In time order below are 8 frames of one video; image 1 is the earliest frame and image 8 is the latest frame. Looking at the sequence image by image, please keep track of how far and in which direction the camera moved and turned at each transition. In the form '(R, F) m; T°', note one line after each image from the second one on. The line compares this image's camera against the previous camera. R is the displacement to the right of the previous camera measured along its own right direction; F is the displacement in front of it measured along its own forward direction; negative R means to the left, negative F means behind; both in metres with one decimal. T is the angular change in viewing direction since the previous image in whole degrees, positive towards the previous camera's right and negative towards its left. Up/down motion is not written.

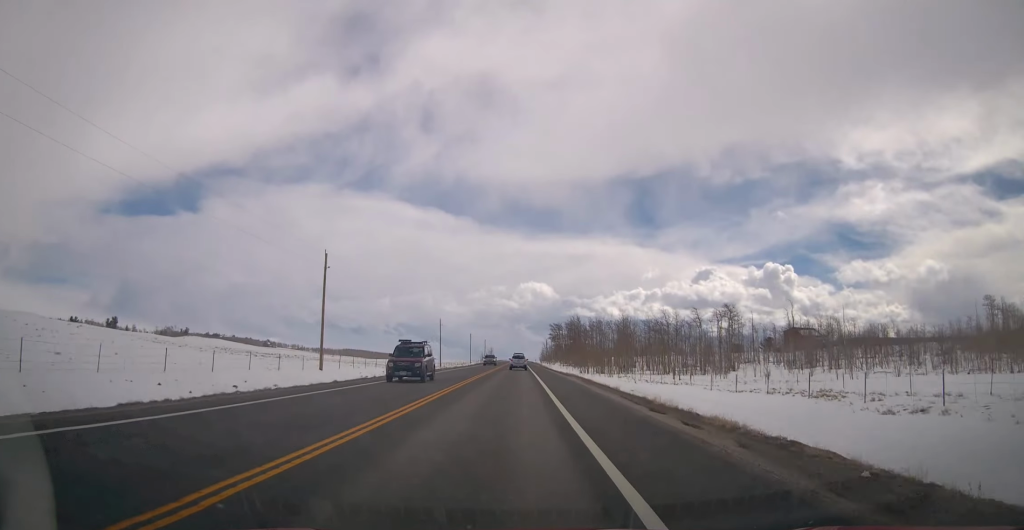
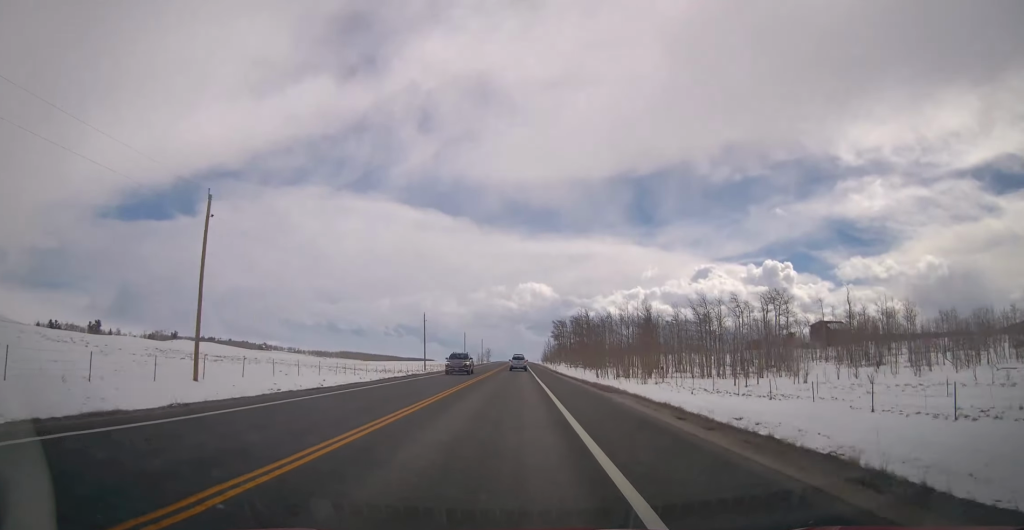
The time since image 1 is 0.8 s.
(0.0, +20.1) m; +1°
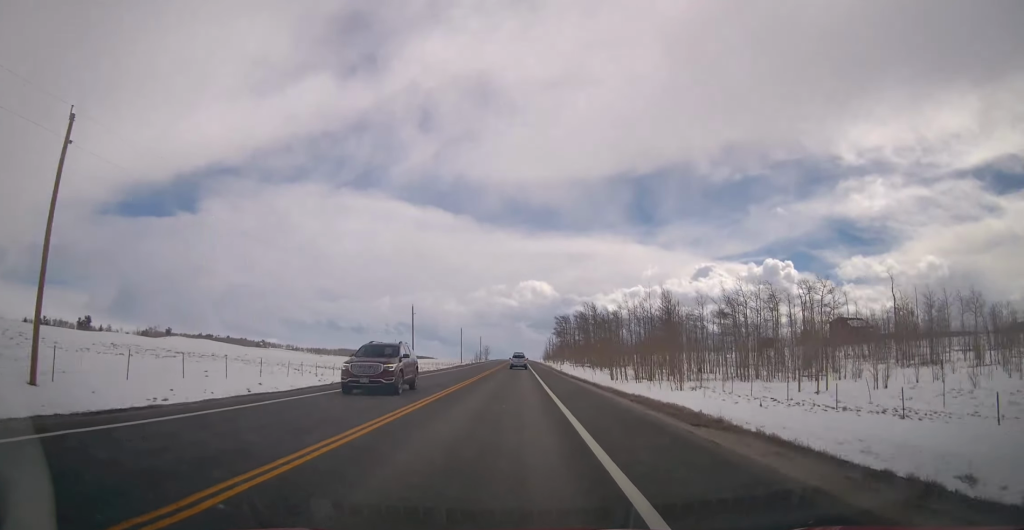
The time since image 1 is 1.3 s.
(+0.1, +11.8) m; 0°
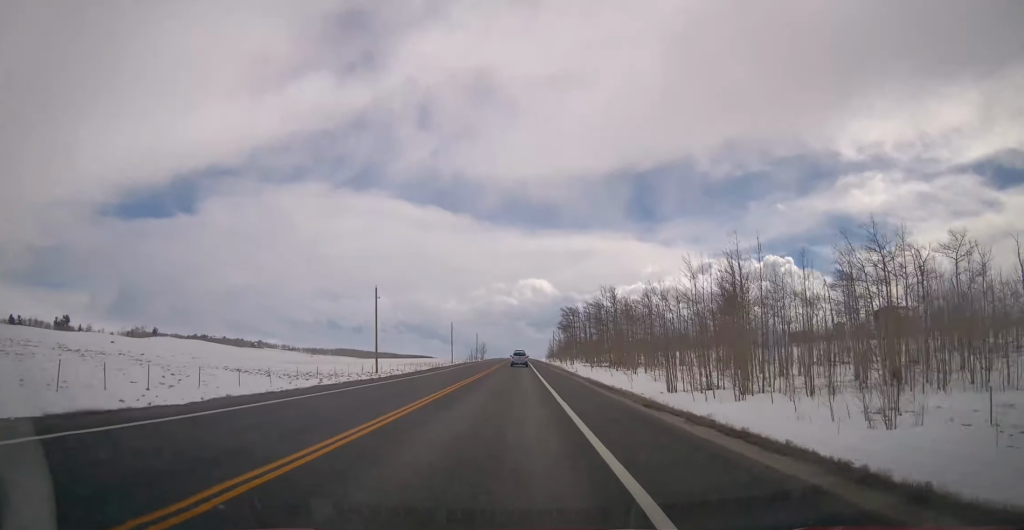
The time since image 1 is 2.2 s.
(+0.4, +23.7) m; 0°
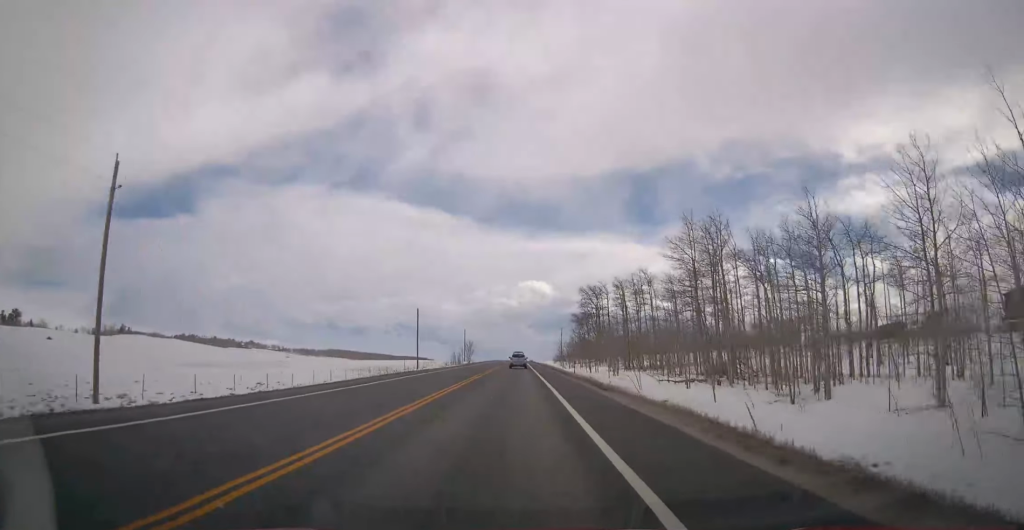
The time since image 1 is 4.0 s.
(-1.1, +48.3) m; -1°
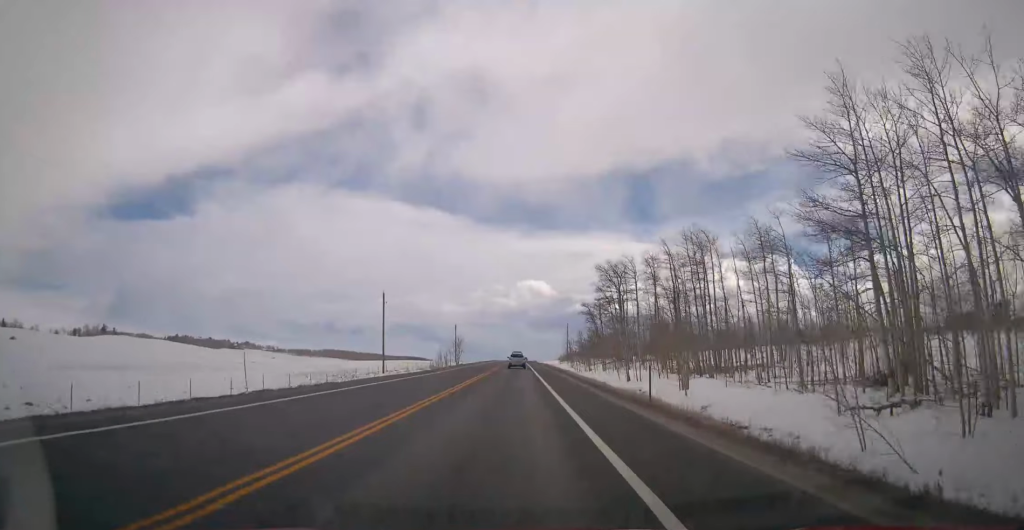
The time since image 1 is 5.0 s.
(0.0, +24.6) m; +1°
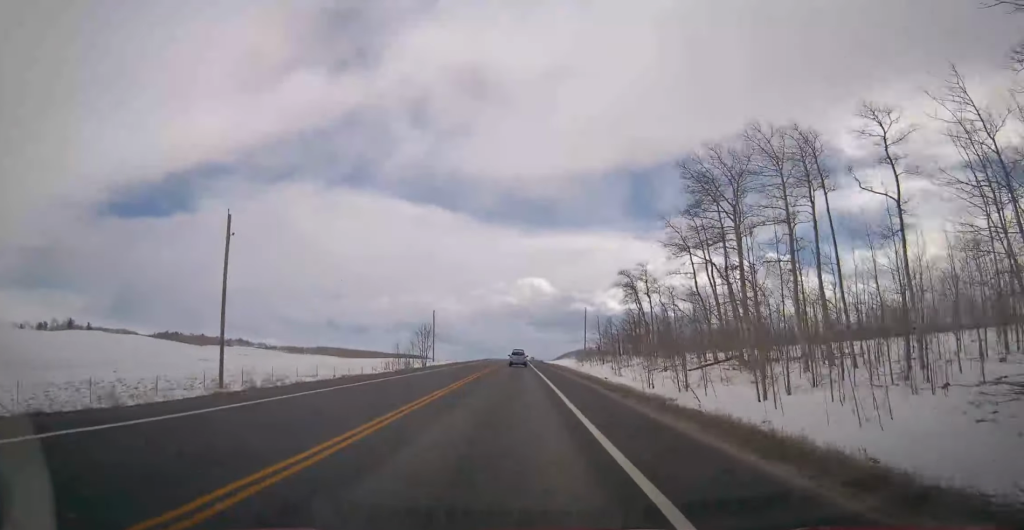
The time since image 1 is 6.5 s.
(+0.4, +41.2) m; -1°
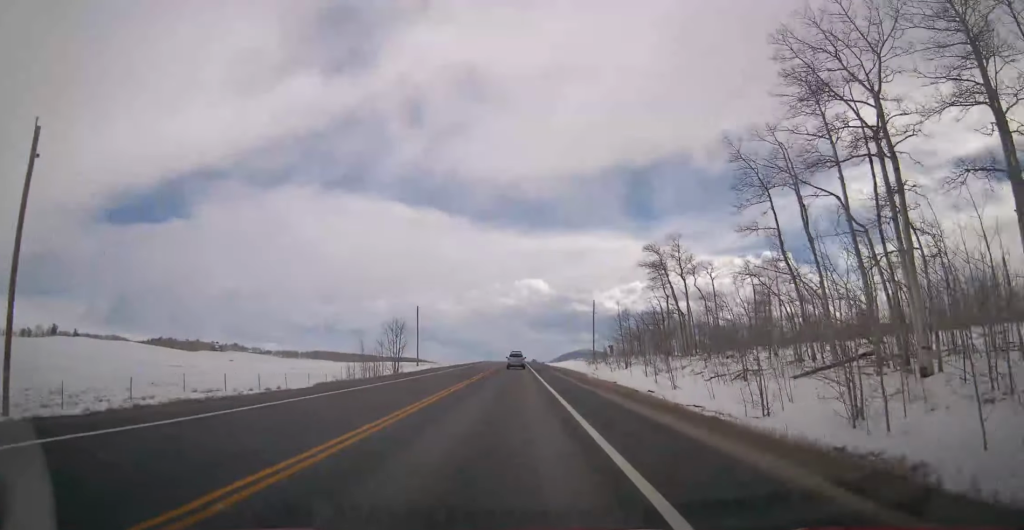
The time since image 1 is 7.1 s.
(-0.2, +16.6) m; -1°
